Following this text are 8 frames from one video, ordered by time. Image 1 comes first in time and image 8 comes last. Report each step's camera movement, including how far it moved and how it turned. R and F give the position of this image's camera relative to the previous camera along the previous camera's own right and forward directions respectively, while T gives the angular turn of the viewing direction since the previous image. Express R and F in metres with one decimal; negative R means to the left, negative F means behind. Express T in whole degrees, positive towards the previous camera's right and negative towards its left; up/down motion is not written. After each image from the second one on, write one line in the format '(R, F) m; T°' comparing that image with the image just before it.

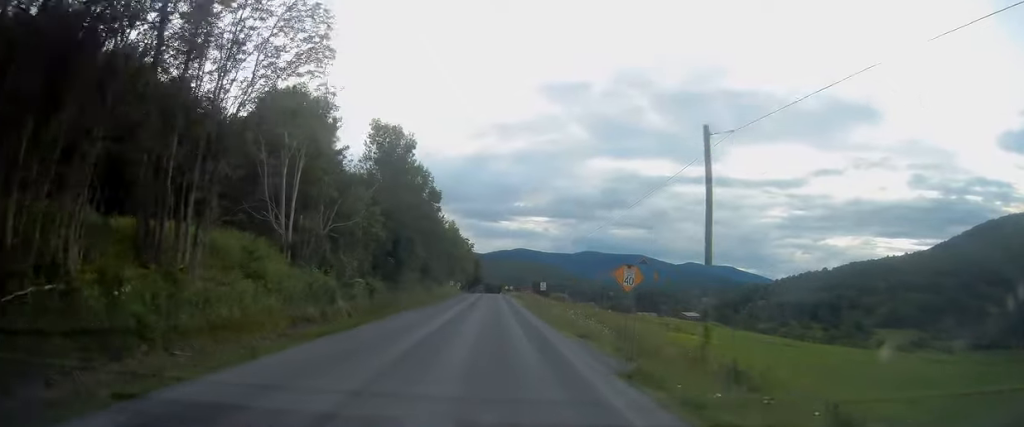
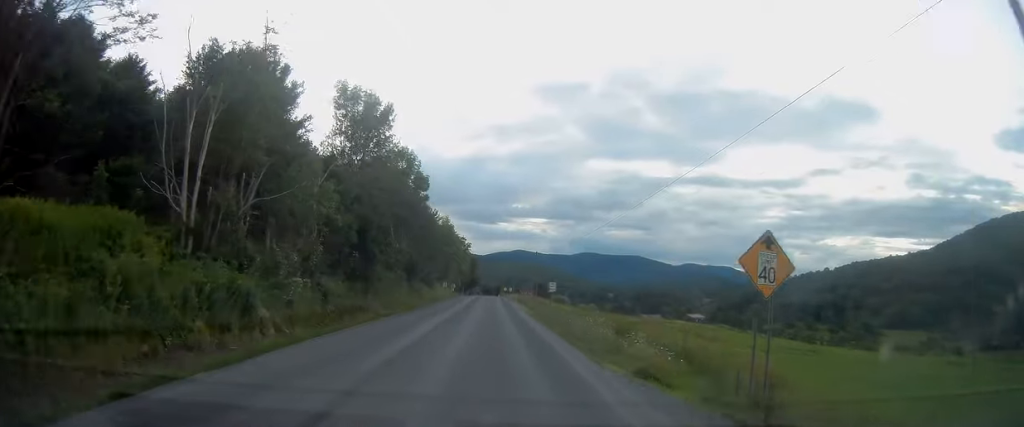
(+0.2, +11.7) m; 0°
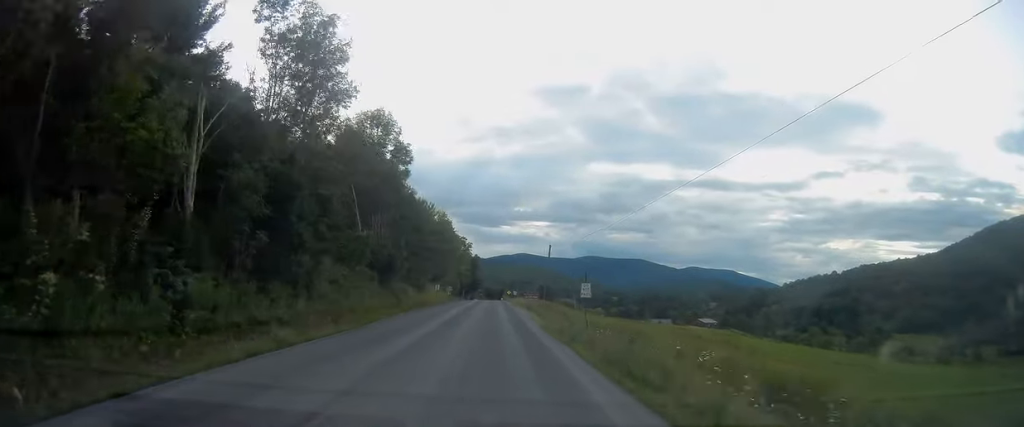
(0.0, +16.6) m; 0°
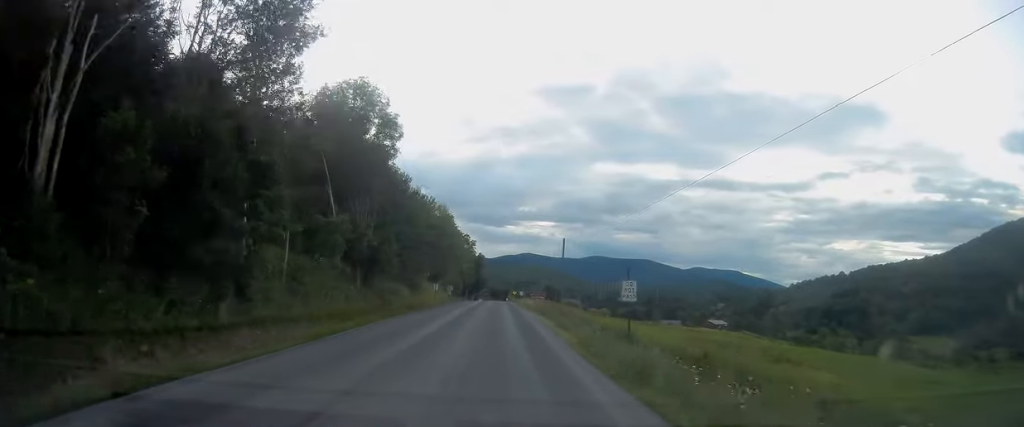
(-0.1, +9.0) m; -1°
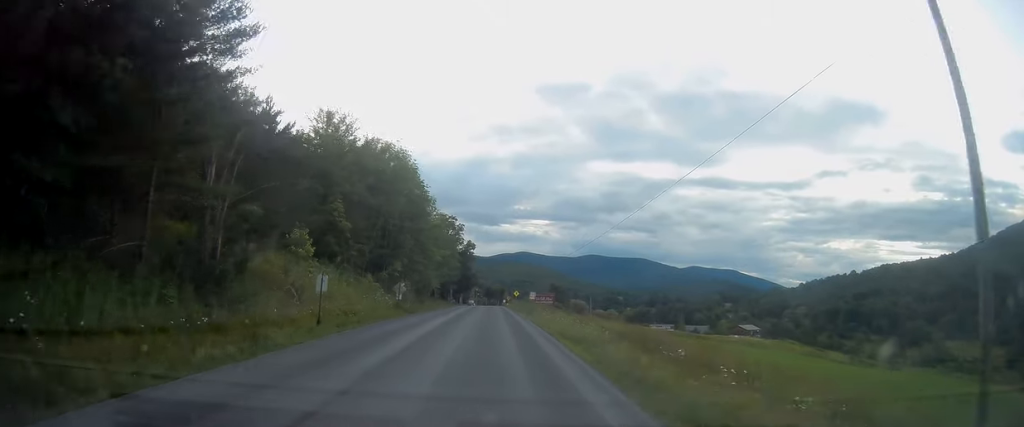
(+0.2, +49.4) m; +1°
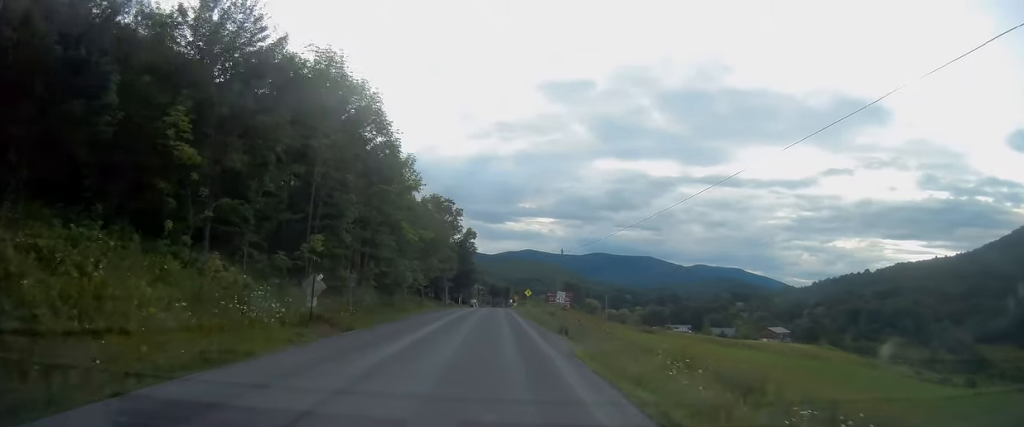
(-0.4, +26.4) m; -2°
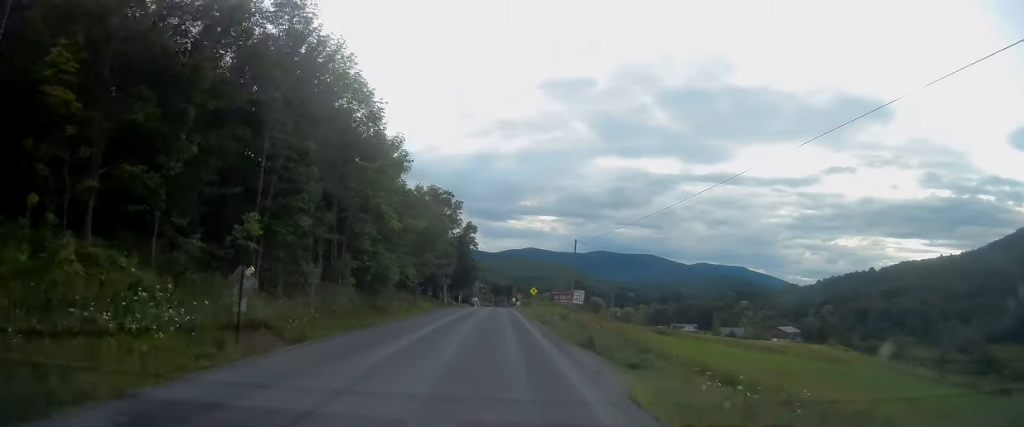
(-0.2, +8.3) m; 0°
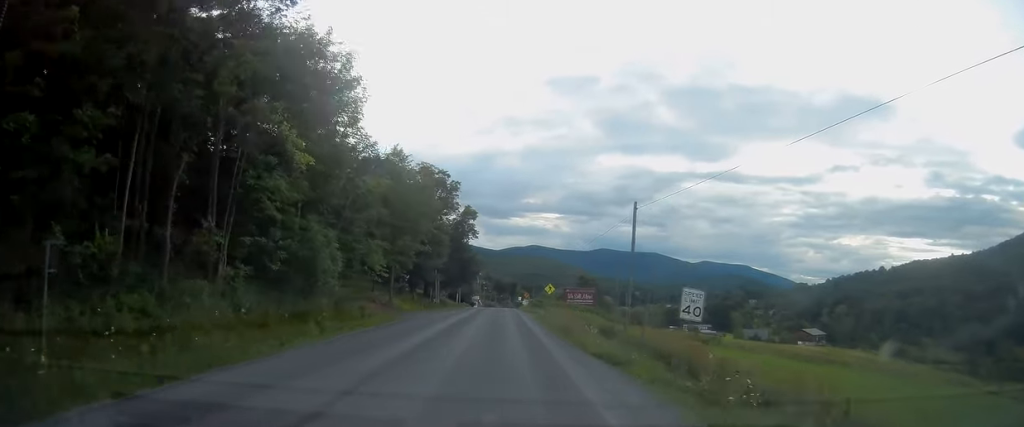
(+0.4, +19.6) m; +1°
